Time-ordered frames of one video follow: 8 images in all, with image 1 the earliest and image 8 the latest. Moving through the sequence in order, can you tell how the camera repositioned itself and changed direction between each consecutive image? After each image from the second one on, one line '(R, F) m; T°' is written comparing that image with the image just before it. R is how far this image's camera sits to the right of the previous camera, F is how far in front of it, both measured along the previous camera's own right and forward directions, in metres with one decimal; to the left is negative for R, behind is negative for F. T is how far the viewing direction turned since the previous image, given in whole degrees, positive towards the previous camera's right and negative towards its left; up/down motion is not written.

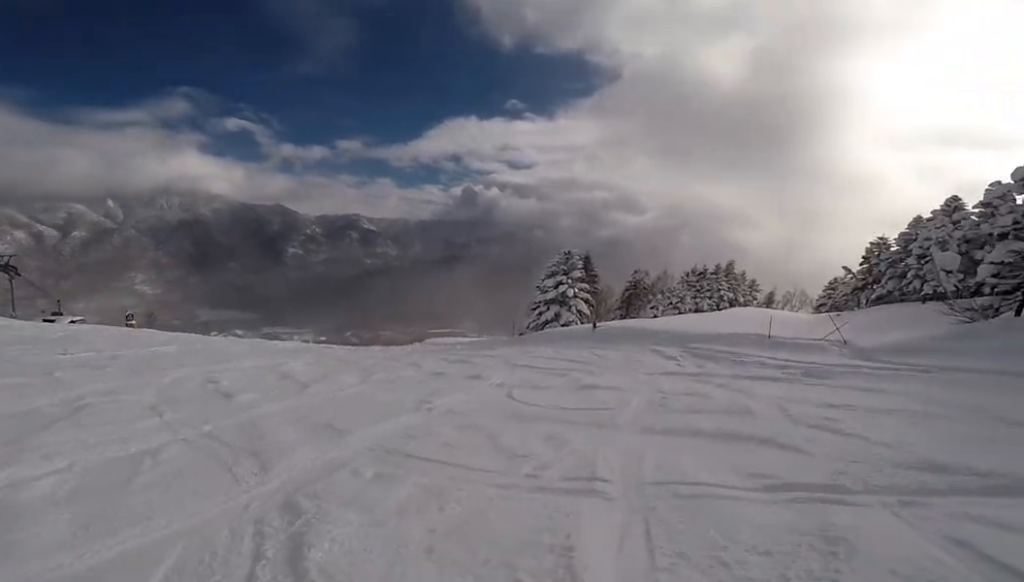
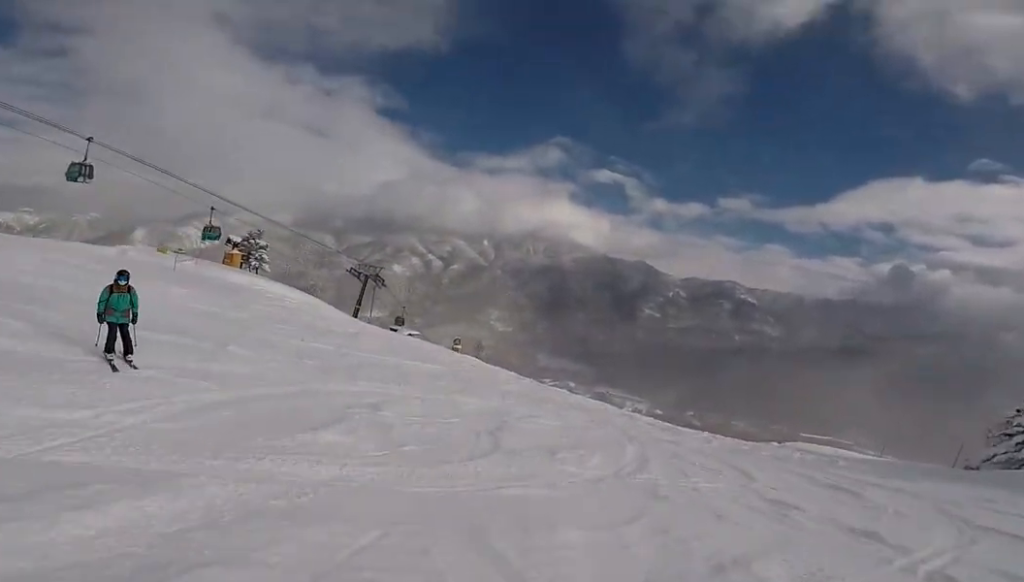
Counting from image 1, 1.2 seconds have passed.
(-3.1, +5.6) m; -23°
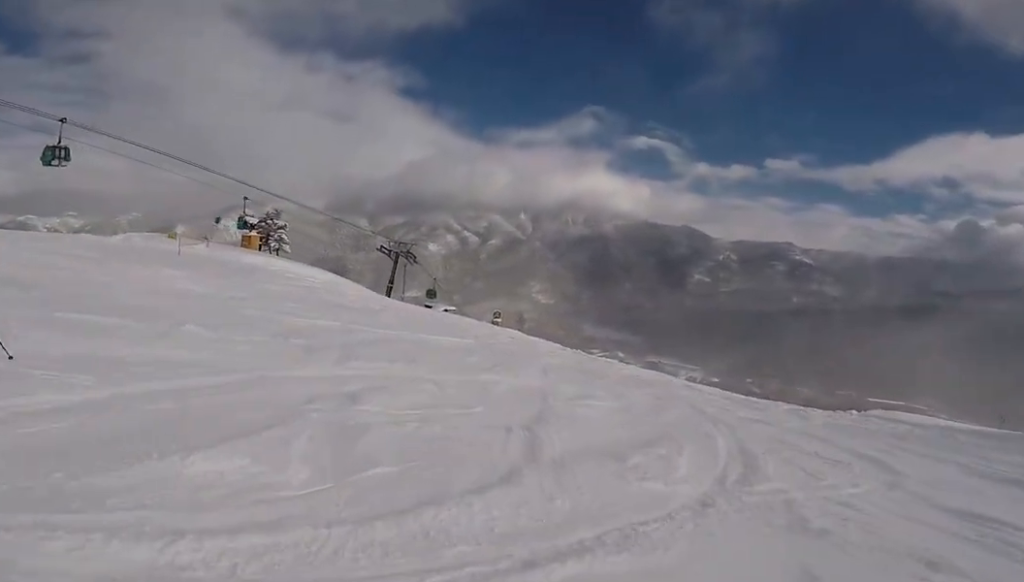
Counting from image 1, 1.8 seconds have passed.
(+0.6, +2.8) m; -1°
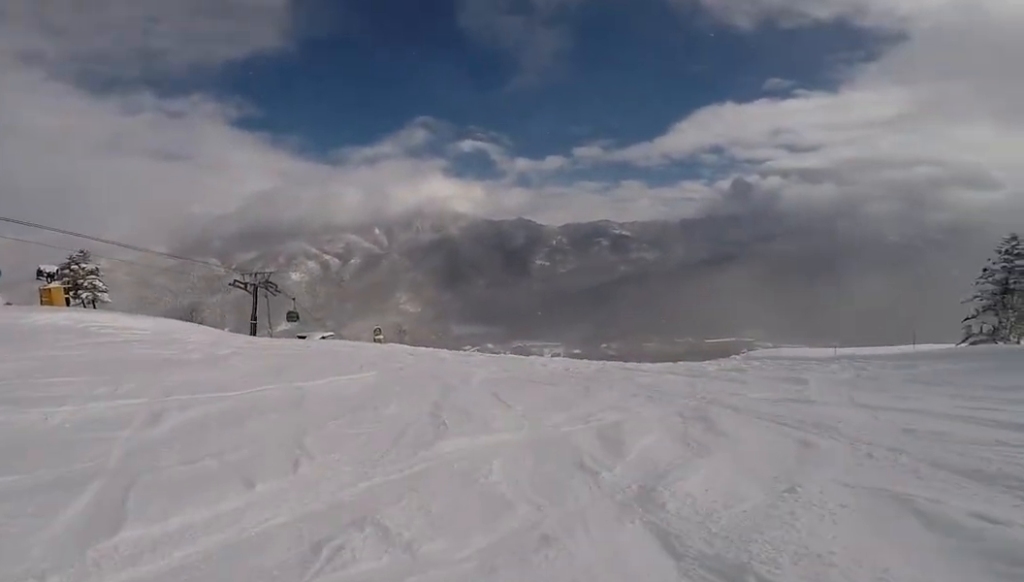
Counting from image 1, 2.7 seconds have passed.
(-0.5, +5.0) m; +11°
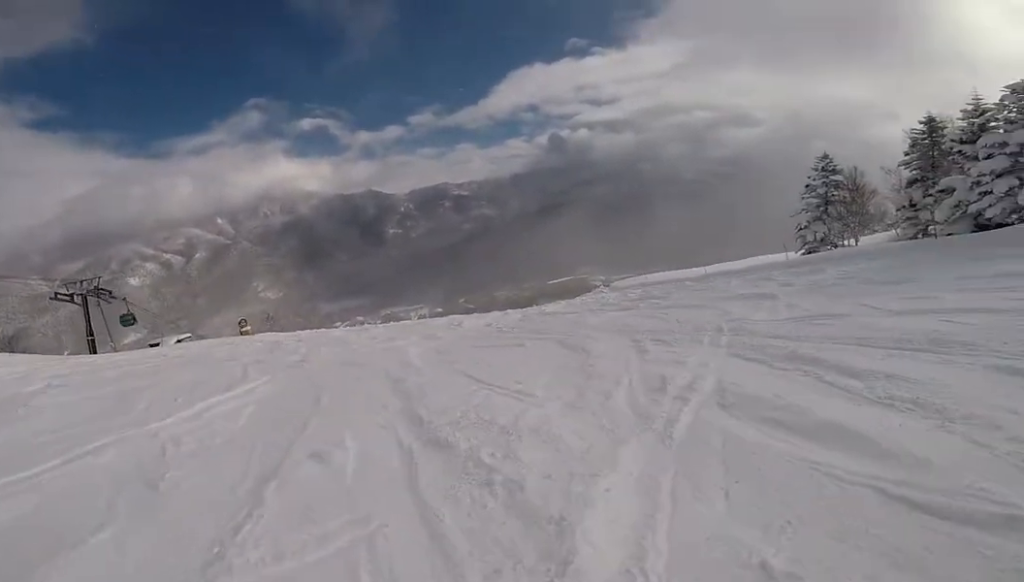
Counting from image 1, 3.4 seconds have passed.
(+0.3, +2.8) m; +19°
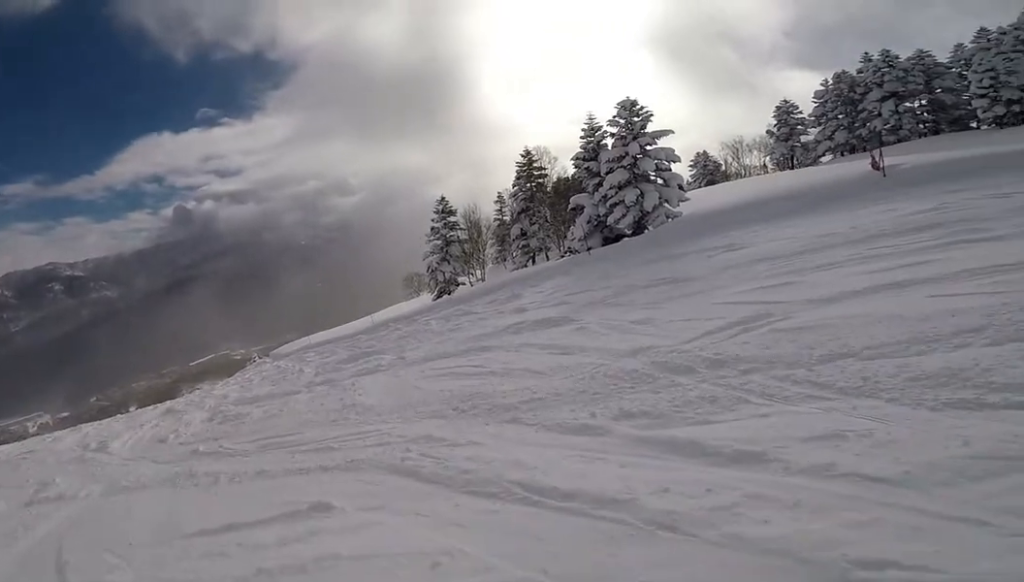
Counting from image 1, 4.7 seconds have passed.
(+2.5, +5.1) m; +34°
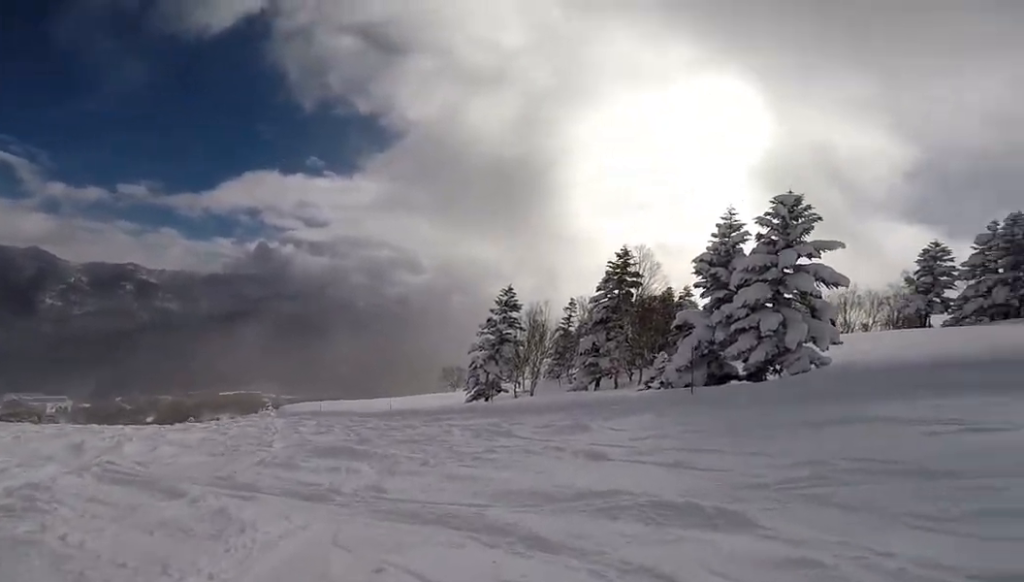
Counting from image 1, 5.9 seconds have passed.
(+0.5, +4.4) m; +8°
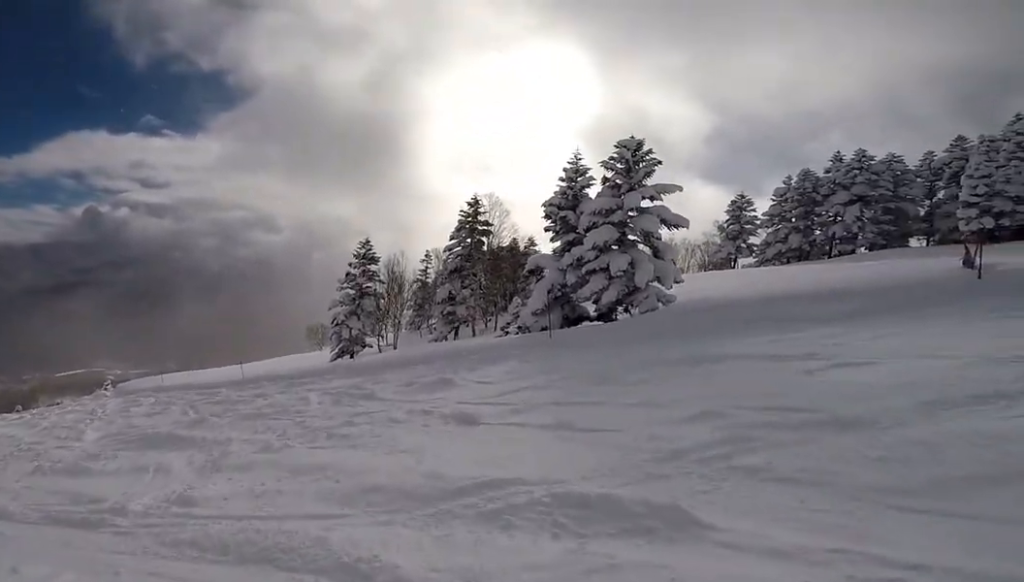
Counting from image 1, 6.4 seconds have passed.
(0.0, +1.6) m; 0°
